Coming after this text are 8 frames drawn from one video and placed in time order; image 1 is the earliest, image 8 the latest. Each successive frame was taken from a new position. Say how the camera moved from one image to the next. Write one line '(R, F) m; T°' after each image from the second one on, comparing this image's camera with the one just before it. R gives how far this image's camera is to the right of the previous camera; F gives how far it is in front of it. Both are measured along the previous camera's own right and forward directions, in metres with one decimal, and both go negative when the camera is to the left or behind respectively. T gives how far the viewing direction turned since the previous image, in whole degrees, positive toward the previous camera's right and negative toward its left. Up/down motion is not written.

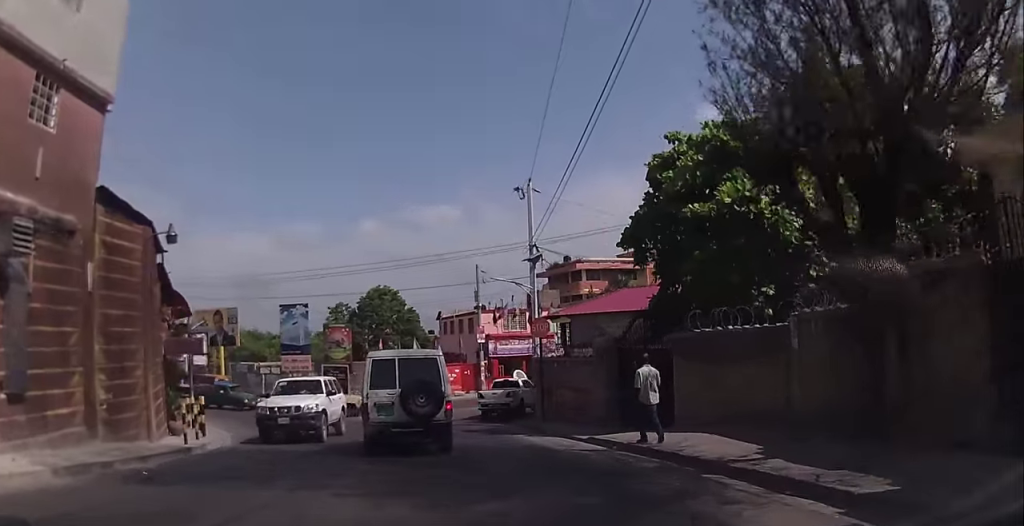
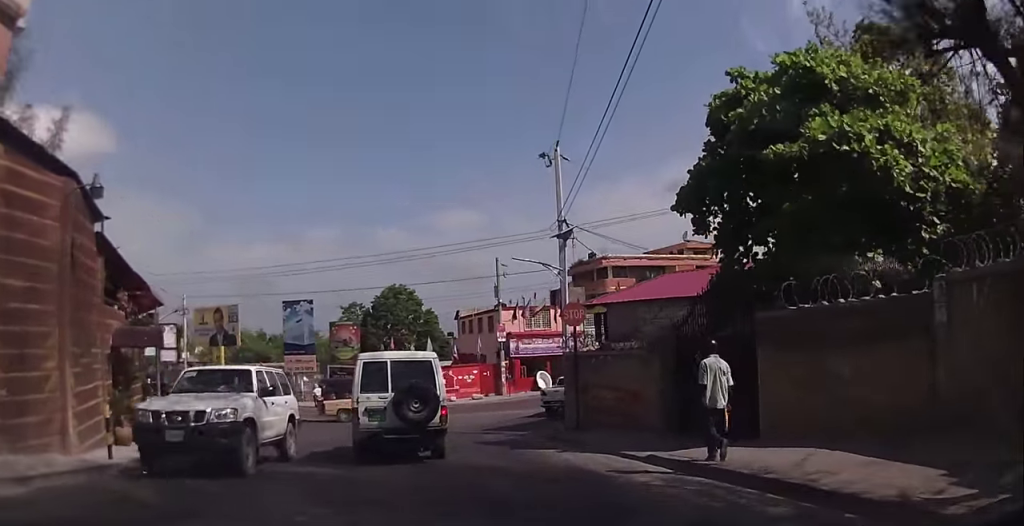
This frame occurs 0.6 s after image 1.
(-0.2, +4.1) m; -2°
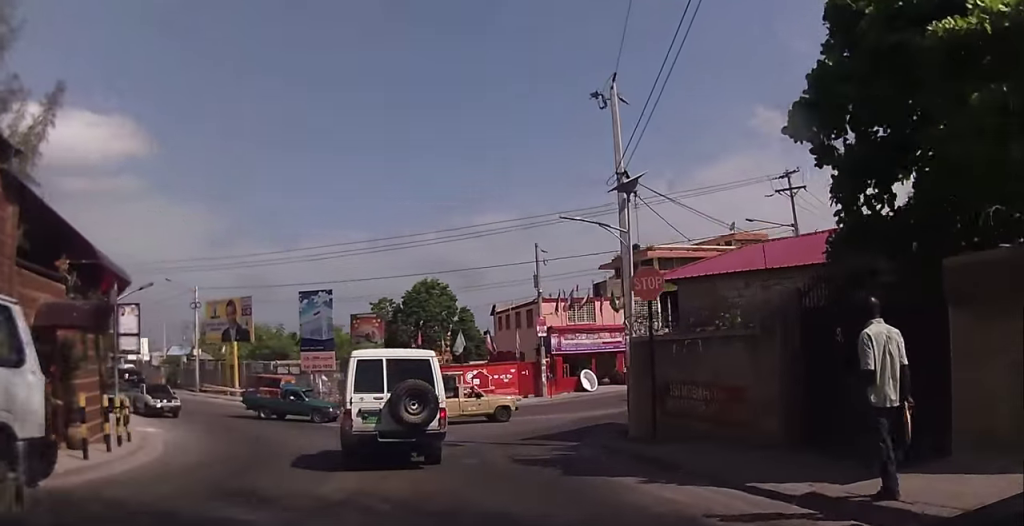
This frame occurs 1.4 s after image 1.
(-0.1, +4.7) m; -2°
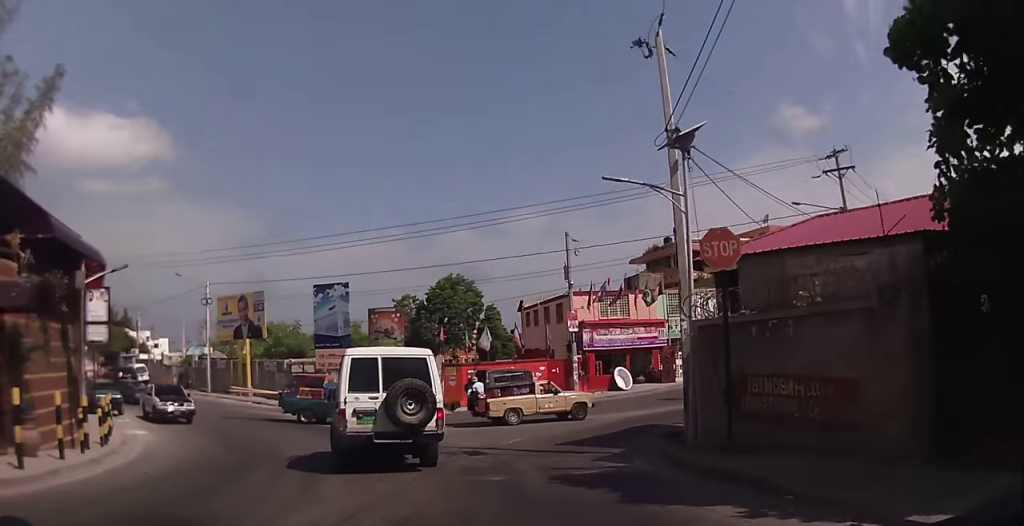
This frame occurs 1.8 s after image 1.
(0.0, +2.8) m; -1°
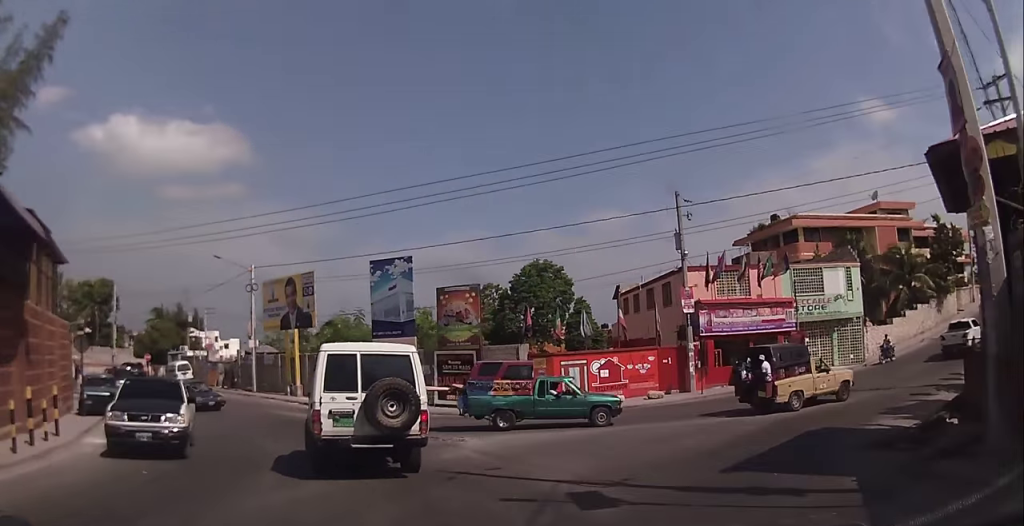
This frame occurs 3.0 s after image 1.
(-0.3, +7.1) m; -10°
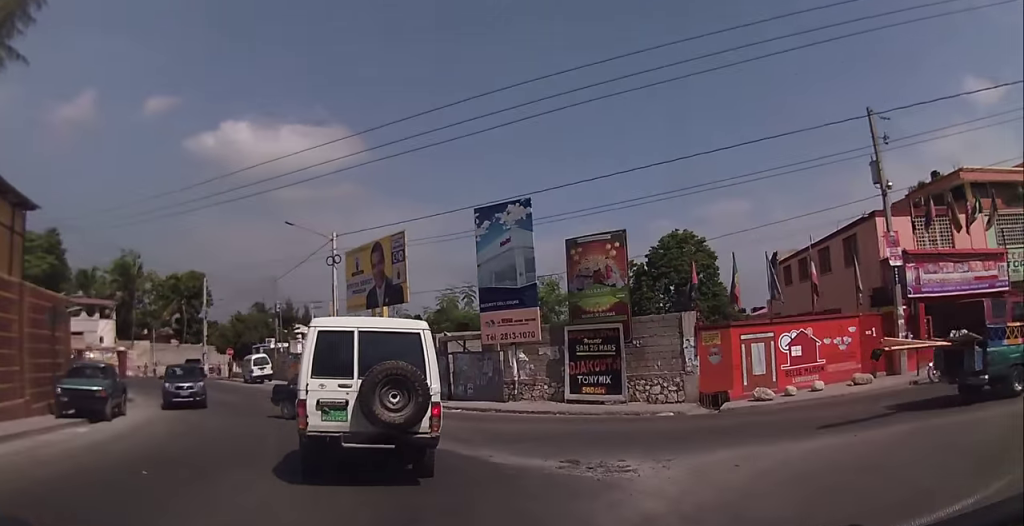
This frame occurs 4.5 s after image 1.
(-1.4, +8.3) m; -14°
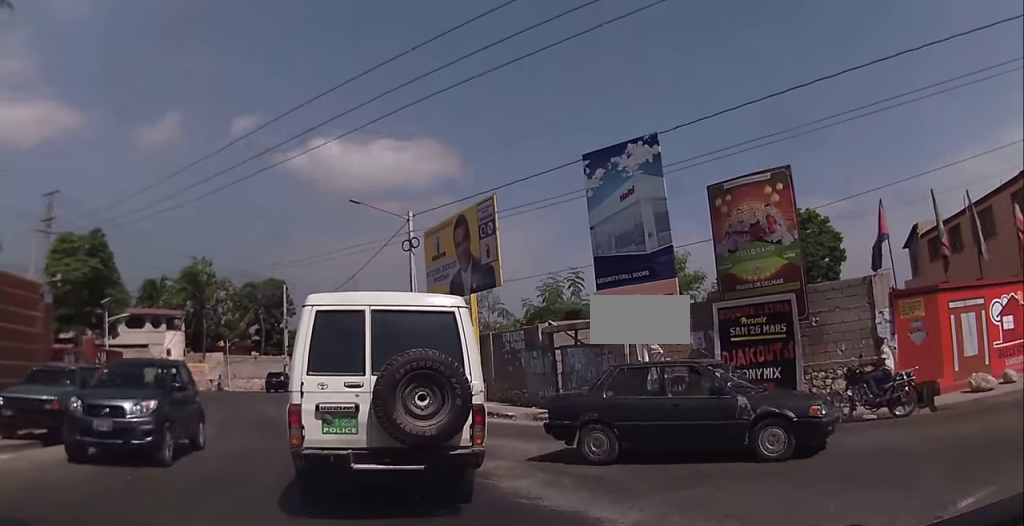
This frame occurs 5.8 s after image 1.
(-0.3, +6.9) m; -3°
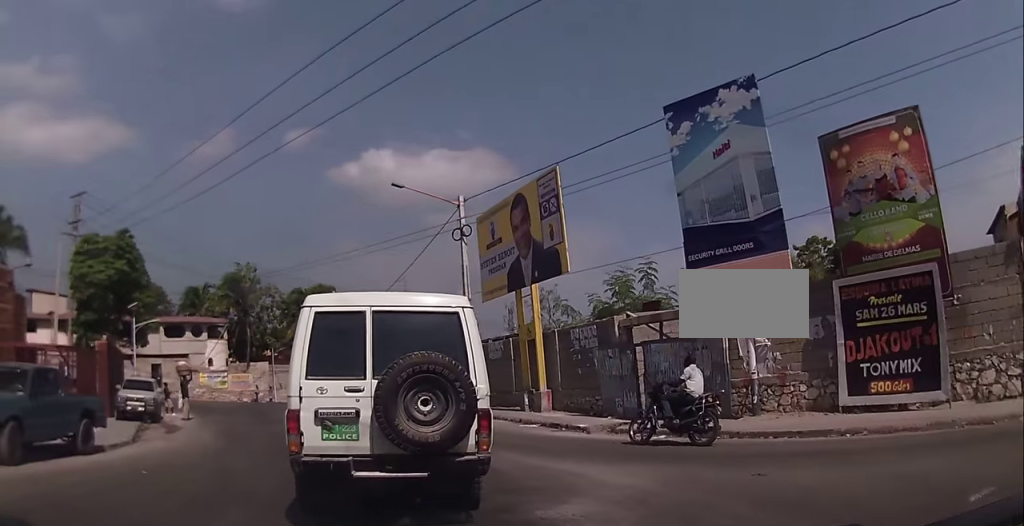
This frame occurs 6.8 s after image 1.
(0.0, +3.8) m; -4°
